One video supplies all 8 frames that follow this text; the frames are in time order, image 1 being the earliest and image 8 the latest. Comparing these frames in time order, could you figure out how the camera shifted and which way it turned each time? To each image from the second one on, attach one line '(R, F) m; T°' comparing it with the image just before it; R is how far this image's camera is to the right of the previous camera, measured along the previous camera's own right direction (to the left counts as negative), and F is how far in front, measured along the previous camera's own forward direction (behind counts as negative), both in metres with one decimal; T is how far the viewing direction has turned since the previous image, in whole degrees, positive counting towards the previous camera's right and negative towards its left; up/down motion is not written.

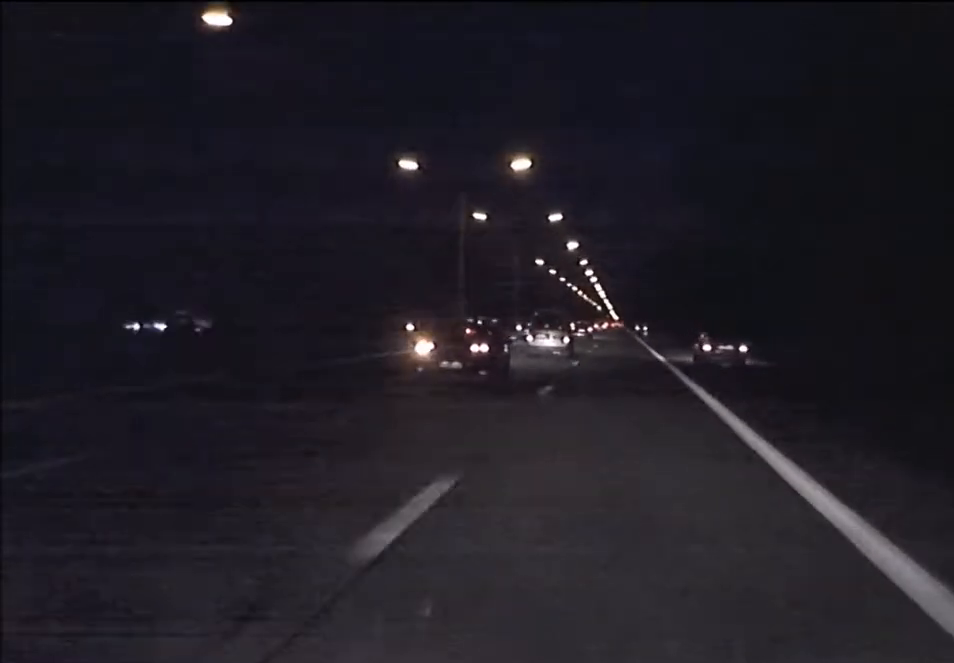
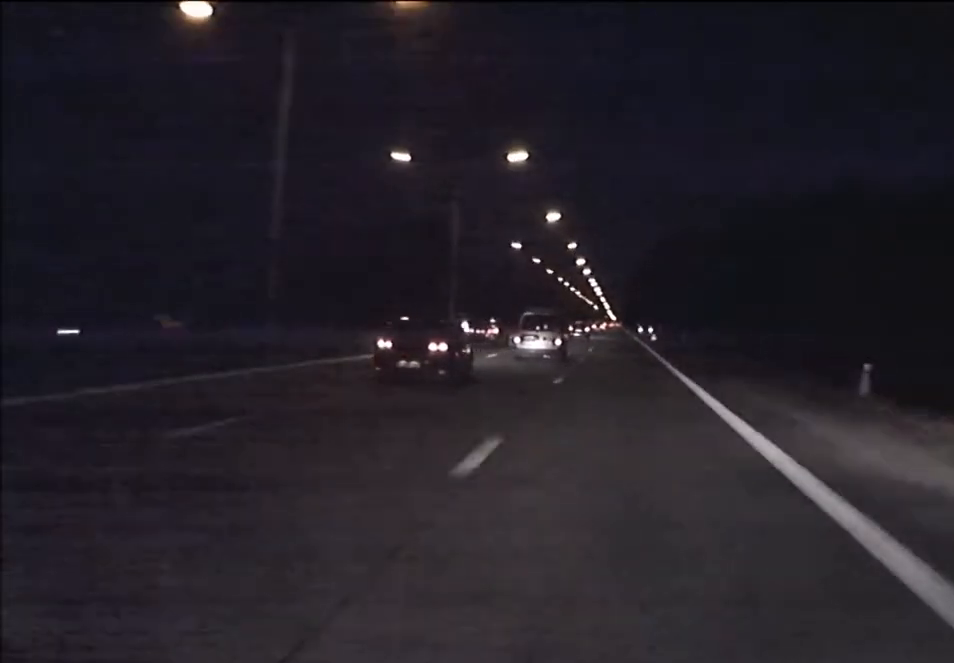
(0.0, +32.6) m; 0°
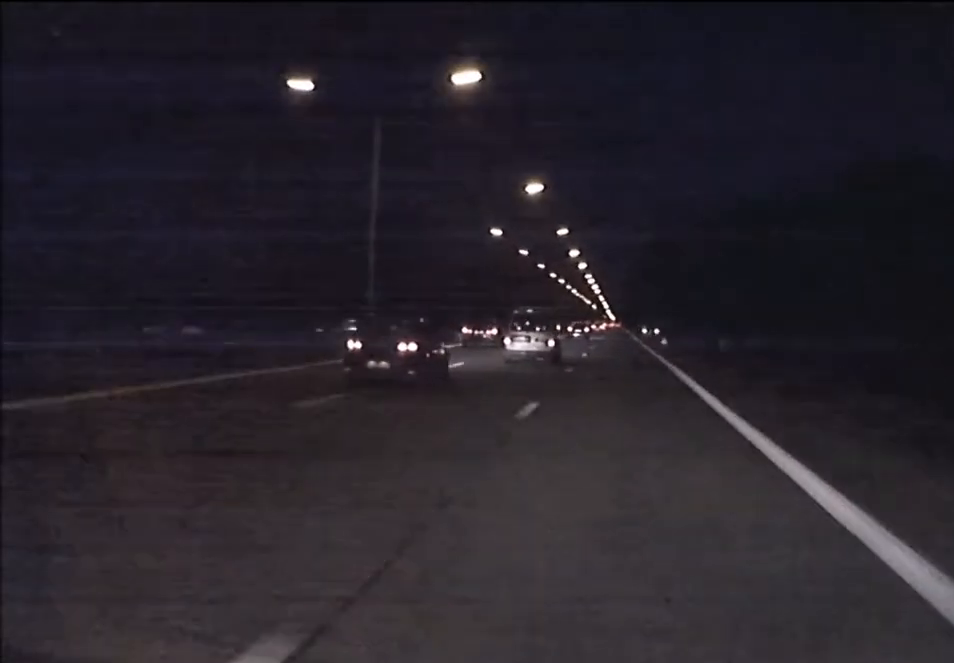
(0.0, +22.0) m; 0°
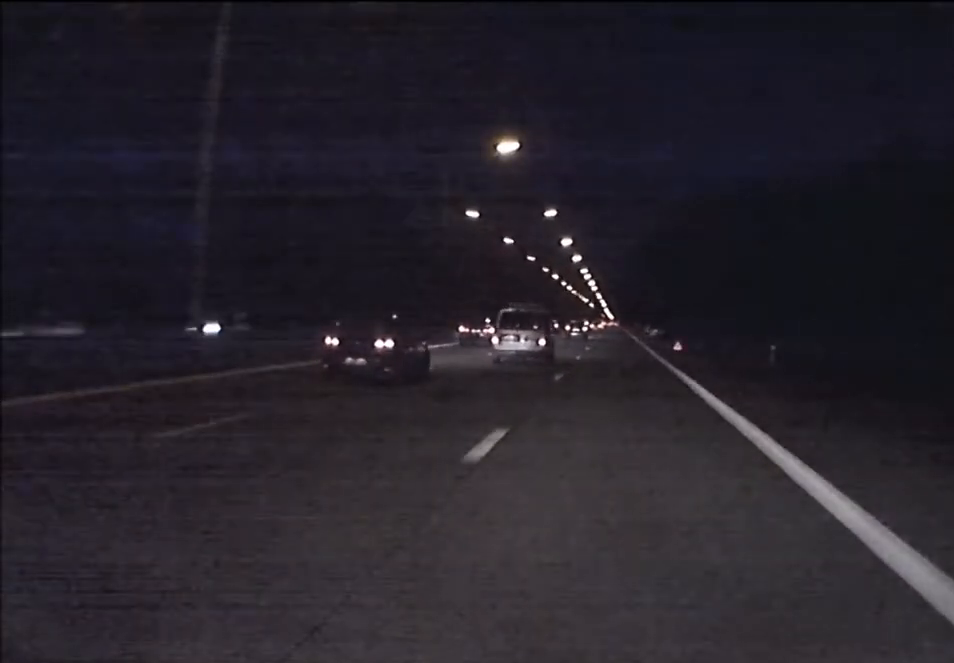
(0.0, +17.2) m; 0°
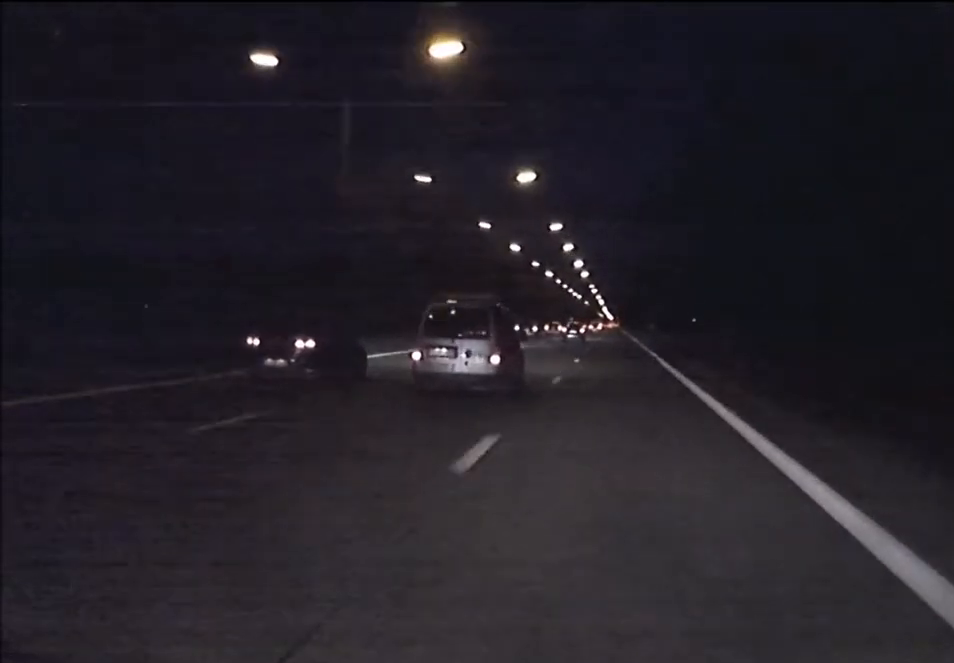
(0.0, +85.8) m; 0°
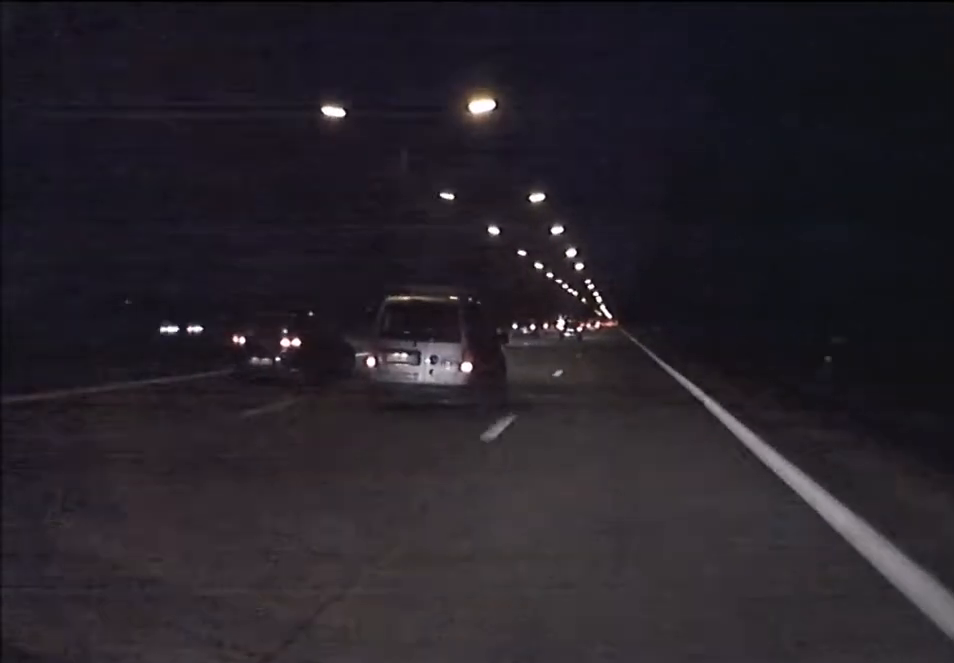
(0.0, +23.4) m; 0°
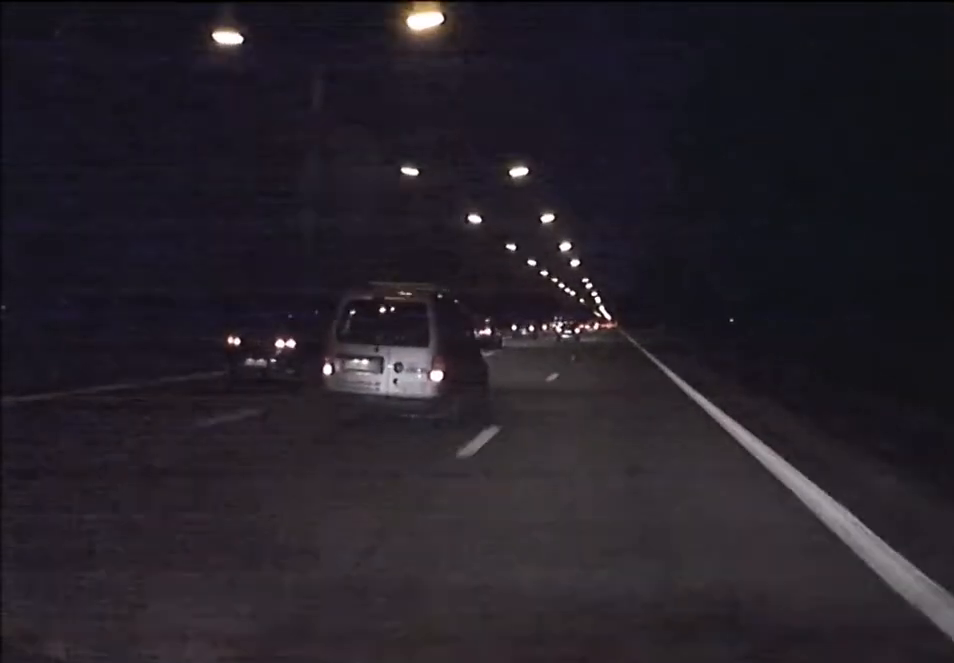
(0.0, +13.1) m; 0°
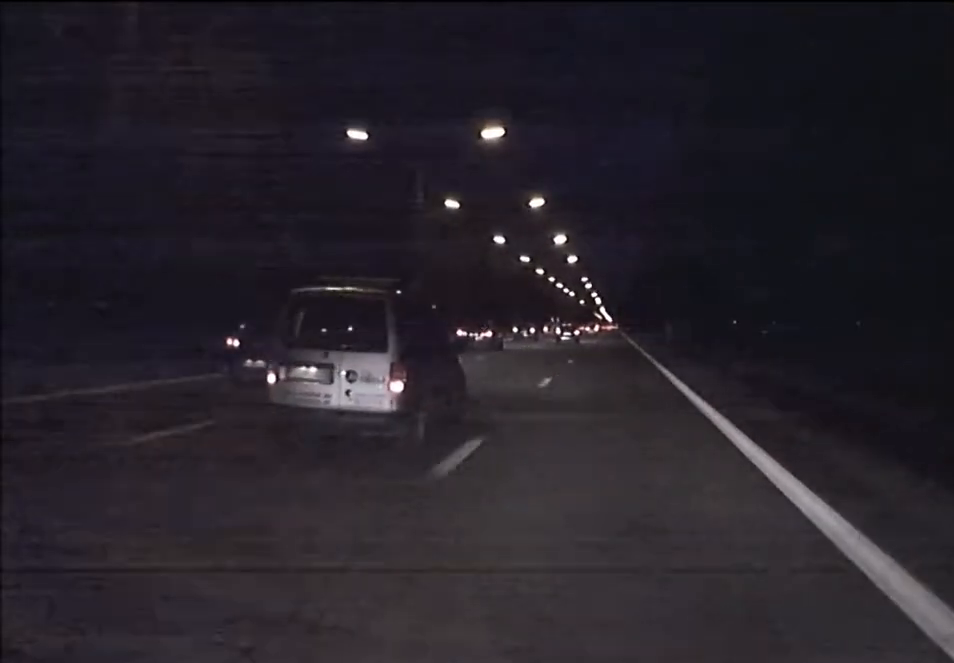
(0.0, +15.0) m; 0°
